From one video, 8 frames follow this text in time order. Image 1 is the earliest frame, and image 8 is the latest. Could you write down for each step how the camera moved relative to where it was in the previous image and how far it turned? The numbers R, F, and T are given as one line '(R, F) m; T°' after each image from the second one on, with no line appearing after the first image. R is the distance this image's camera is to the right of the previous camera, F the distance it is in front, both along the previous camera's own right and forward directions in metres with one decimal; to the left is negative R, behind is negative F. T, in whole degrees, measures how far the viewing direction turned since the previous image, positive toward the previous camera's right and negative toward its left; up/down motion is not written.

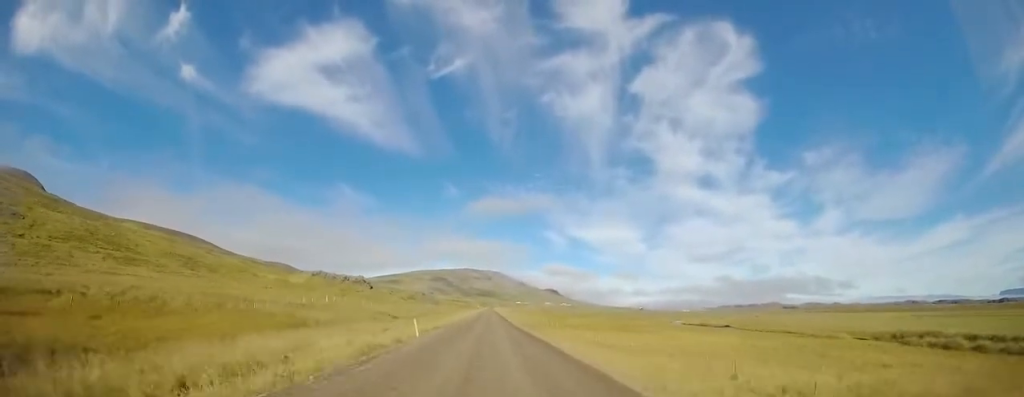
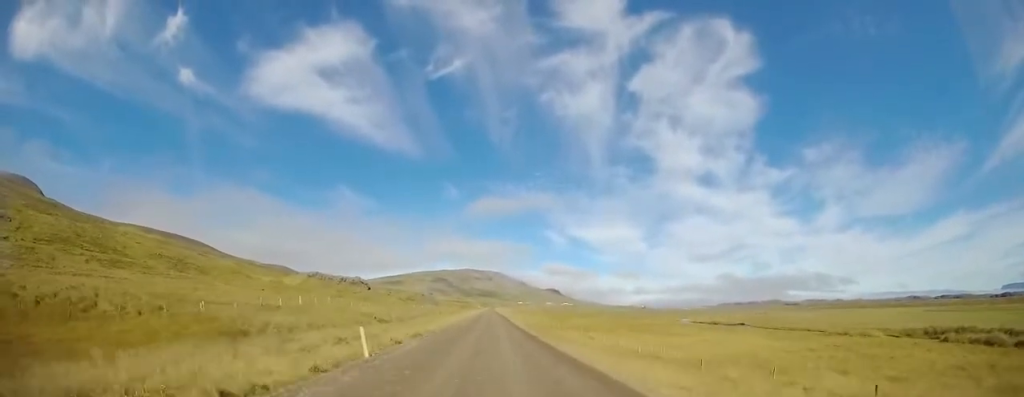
(-0.1, +8.3) m; 0°
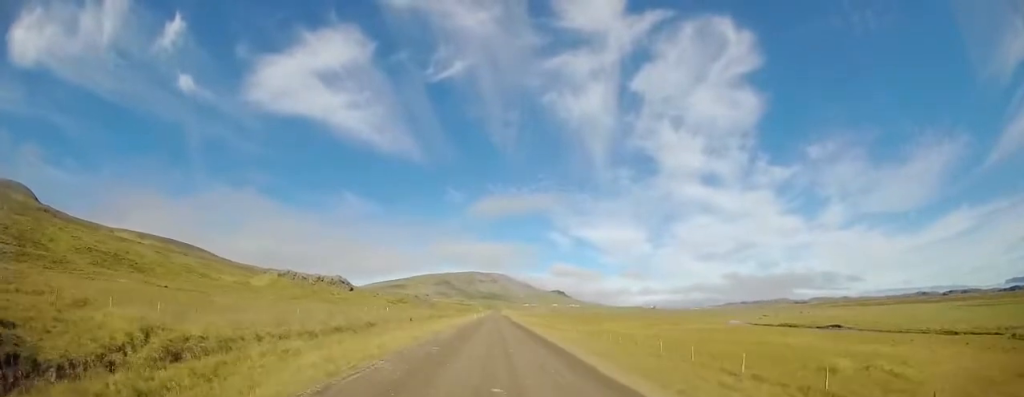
(+0.8, +44.8) m; +1°
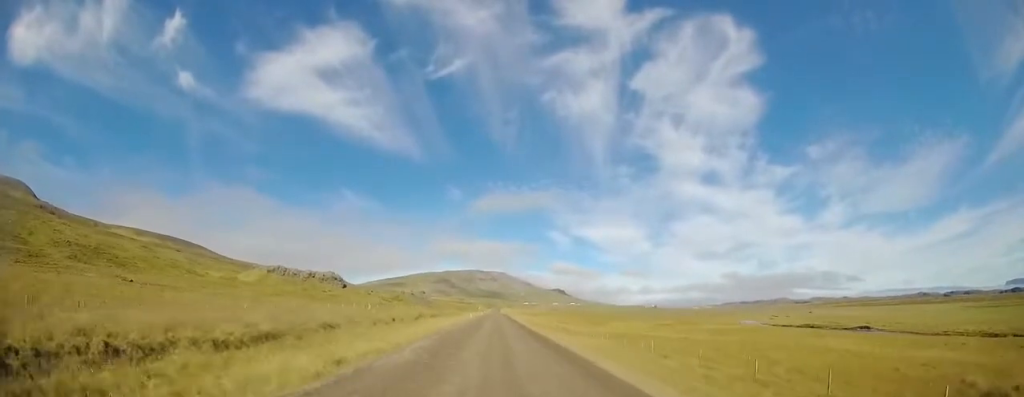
(-0.3, +11.1) m; -2°
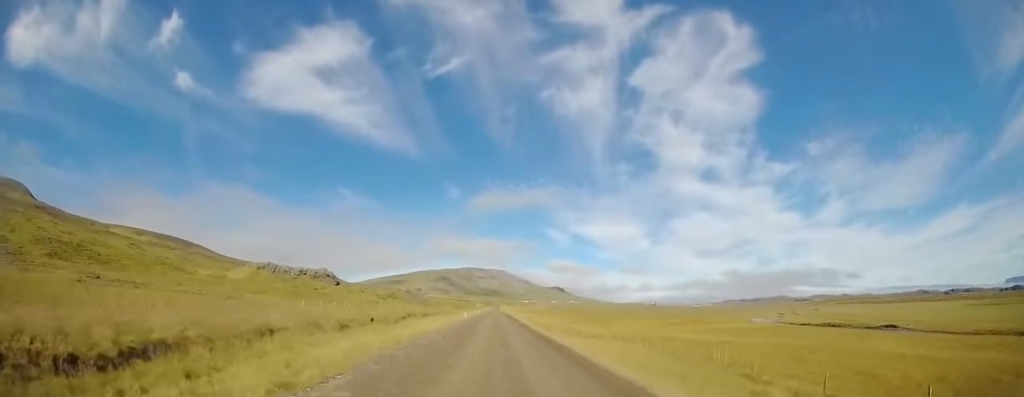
(-0.1, +9.5) m; 0°
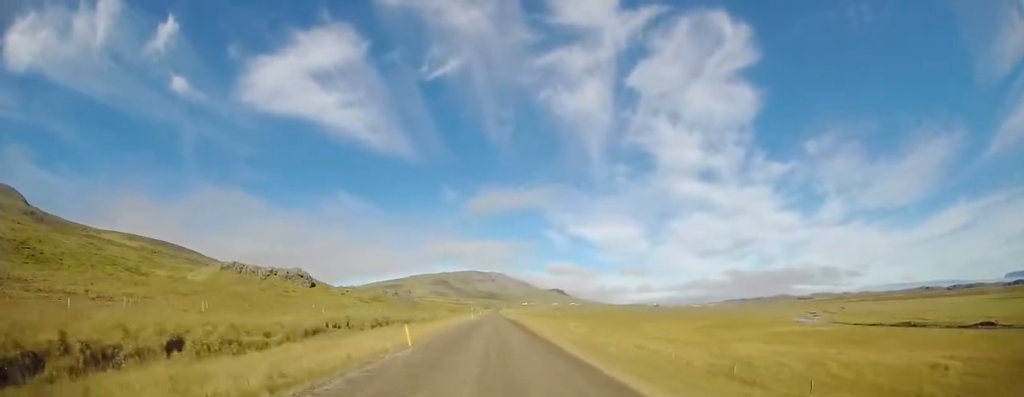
(+0.7, +30.2) m; +2°
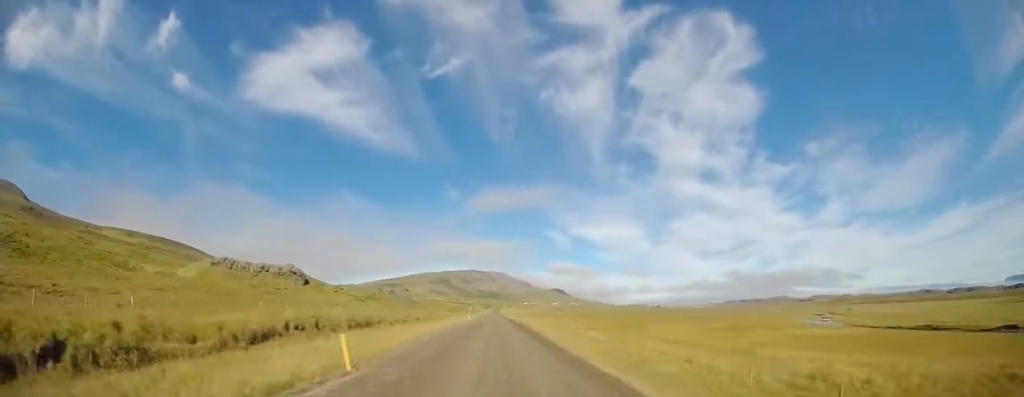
(-0.2, +7.0) m; 0°
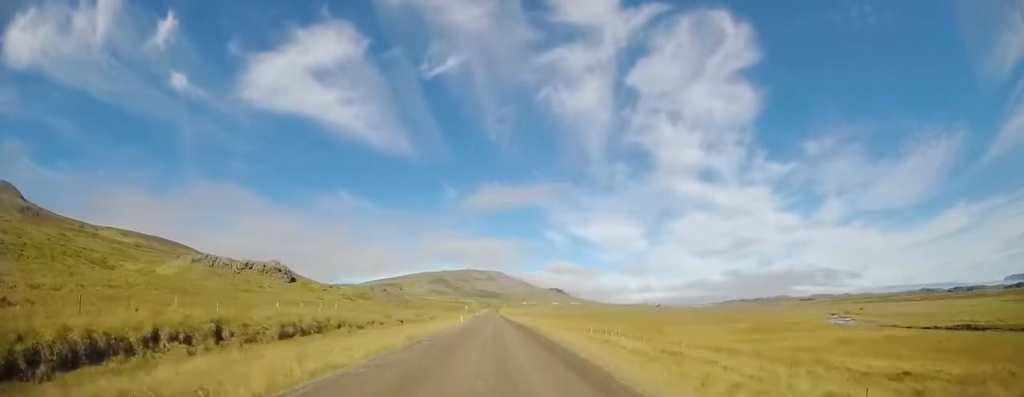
(-0.1, +12.4) m; 0°
